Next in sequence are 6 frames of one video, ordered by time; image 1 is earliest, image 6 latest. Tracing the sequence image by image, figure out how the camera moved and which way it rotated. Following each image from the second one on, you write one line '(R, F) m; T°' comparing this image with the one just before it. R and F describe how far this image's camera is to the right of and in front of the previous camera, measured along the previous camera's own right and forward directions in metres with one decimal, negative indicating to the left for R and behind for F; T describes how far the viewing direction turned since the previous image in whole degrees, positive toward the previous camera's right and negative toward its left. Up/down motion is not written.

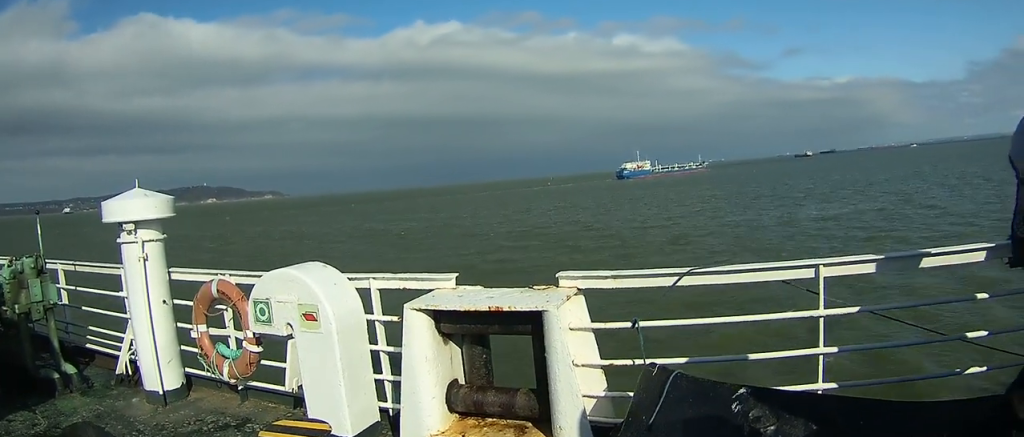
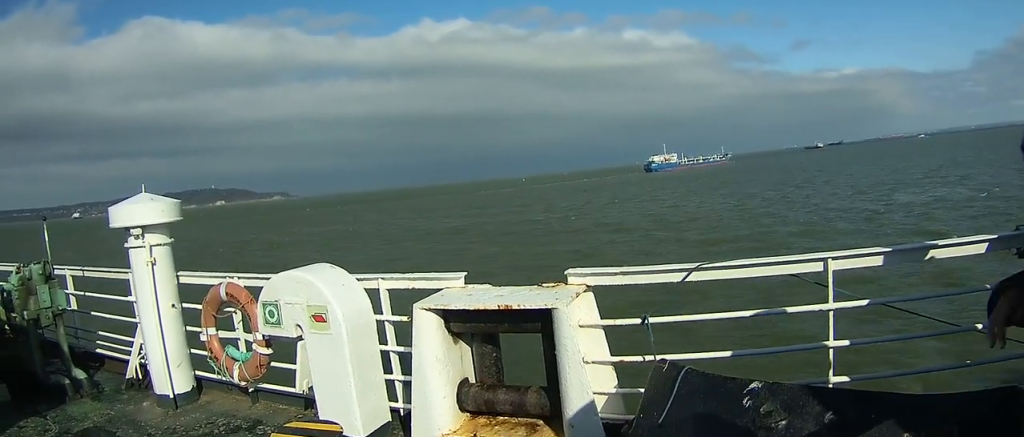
(-0.1, +11.4) m; -1°
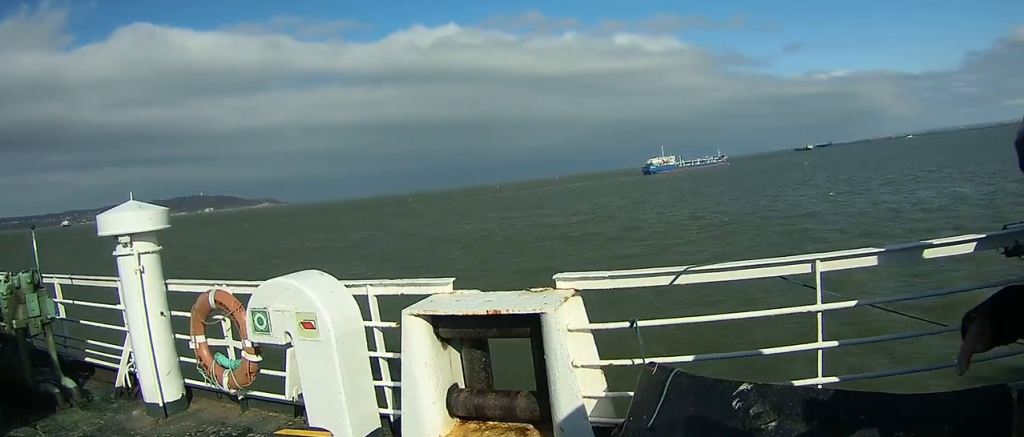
(0.0, +6.2) m; 0°
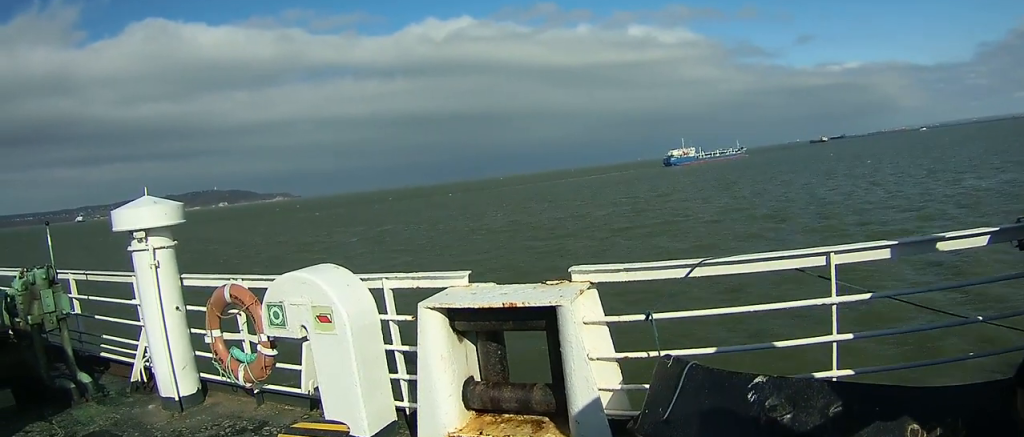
(0.0, +4.2) m; 0°
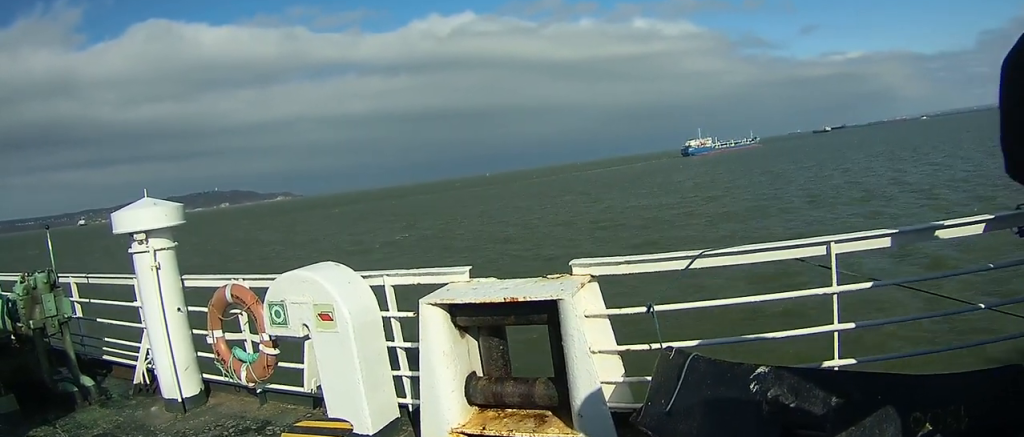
(+0.1, +10.5) m; +1°
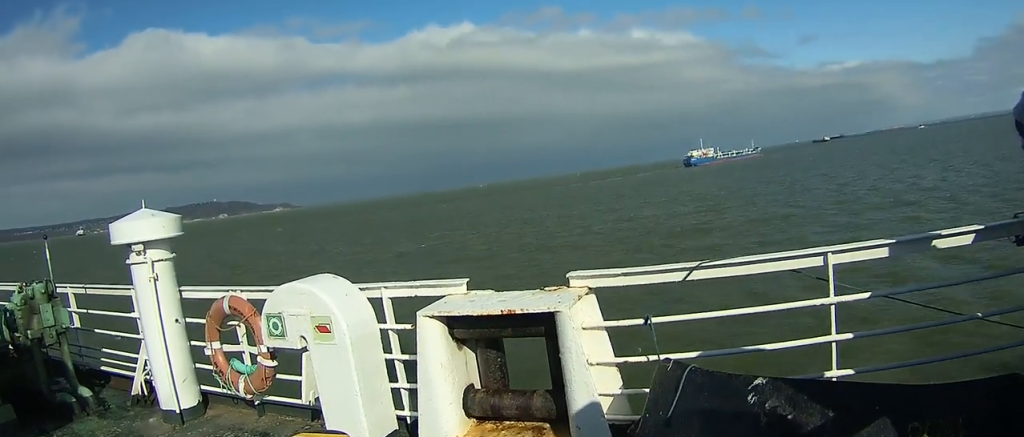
(0.0, +2.5) m; 0°
